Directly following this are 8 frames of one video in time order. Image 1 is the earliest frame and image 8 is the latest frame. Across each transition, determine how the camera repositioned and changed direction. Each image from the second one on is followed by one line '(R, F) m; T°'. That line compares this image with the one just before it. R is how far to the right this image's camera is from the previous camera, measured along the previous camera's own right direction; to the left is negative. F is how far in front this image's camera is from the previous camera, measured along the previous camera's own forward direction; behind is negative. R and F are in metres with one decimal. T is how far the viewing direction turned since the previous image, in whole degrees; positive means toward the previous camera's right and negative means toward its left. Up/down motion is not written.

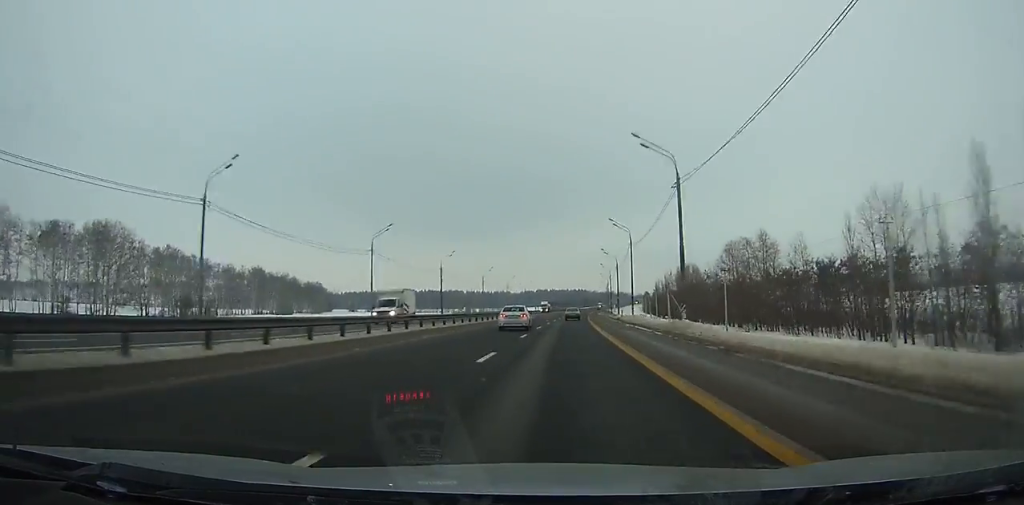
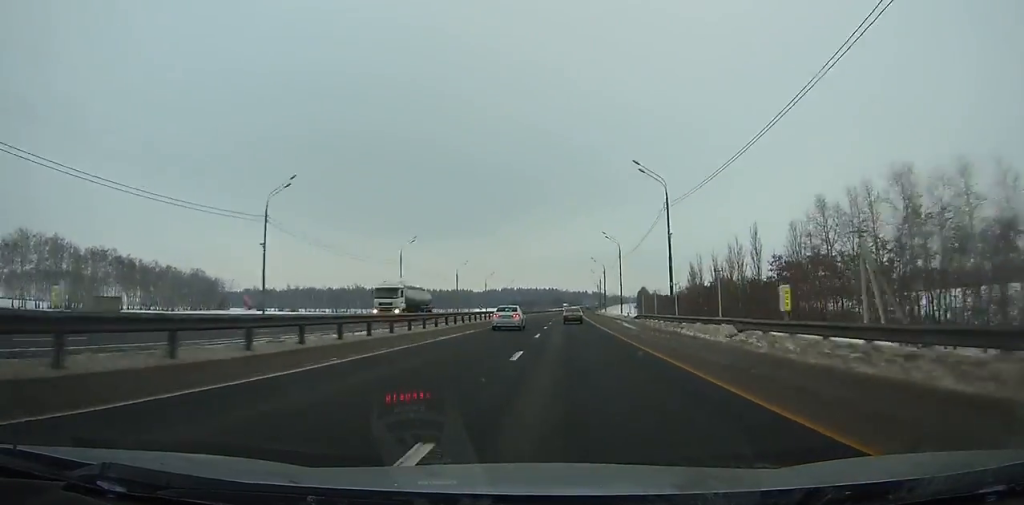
(+1.8, +95.0) m; +2°
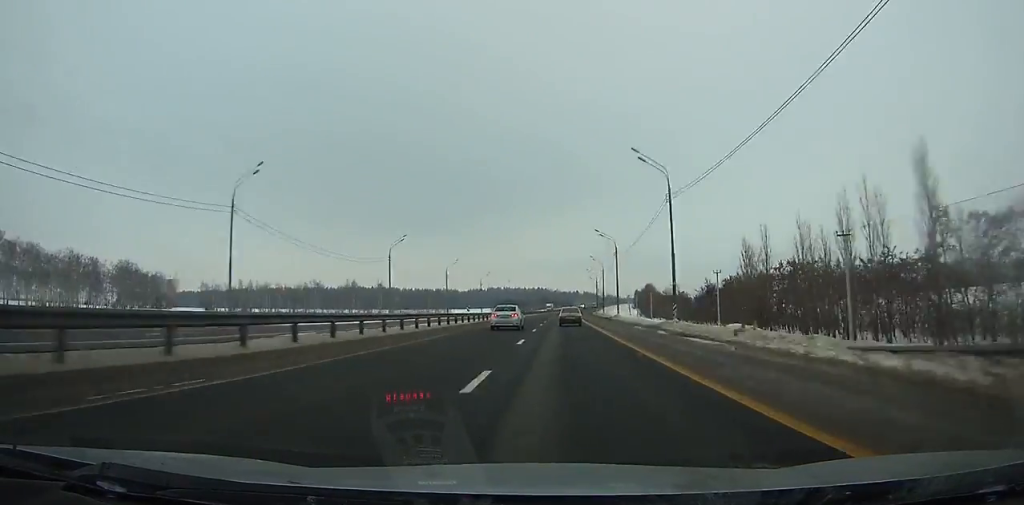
(+0.3, +41.6) m; +1°
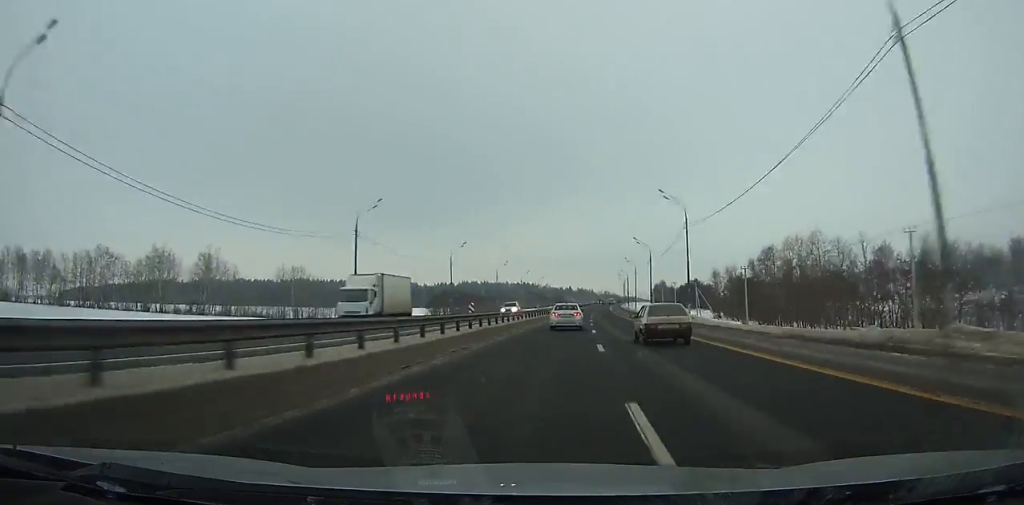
(+2.3, +135.5) m; +3°
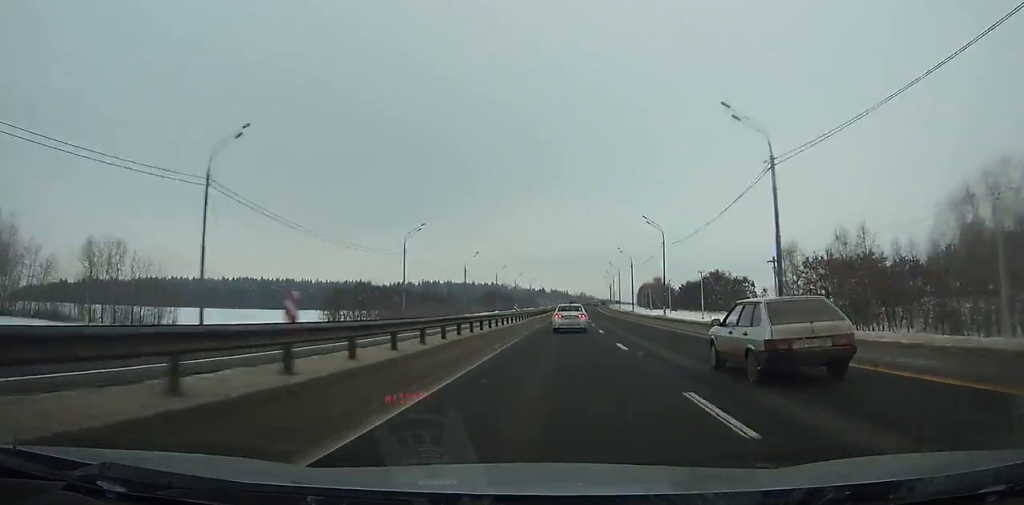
(+0.9, +58.3) m; +1°
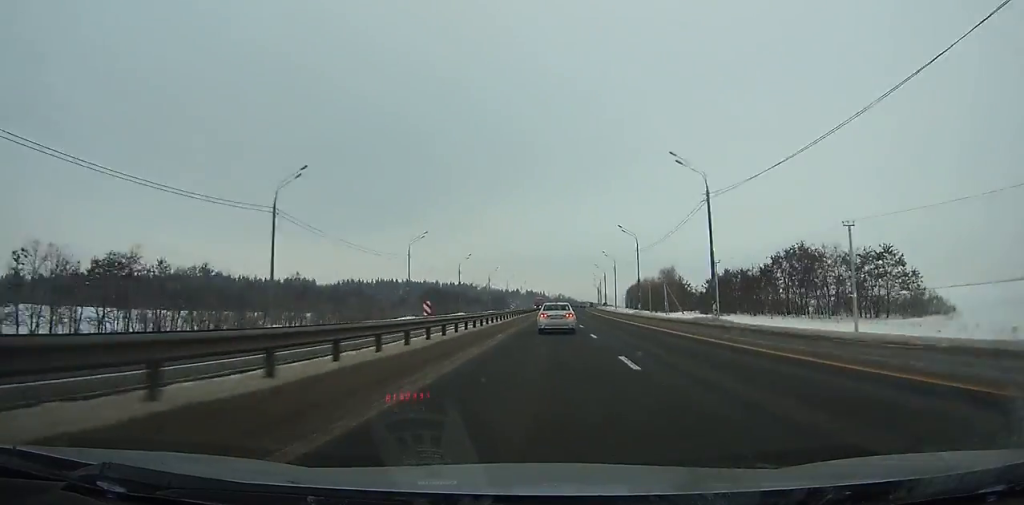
(+1.0, +64.9) m; +2°
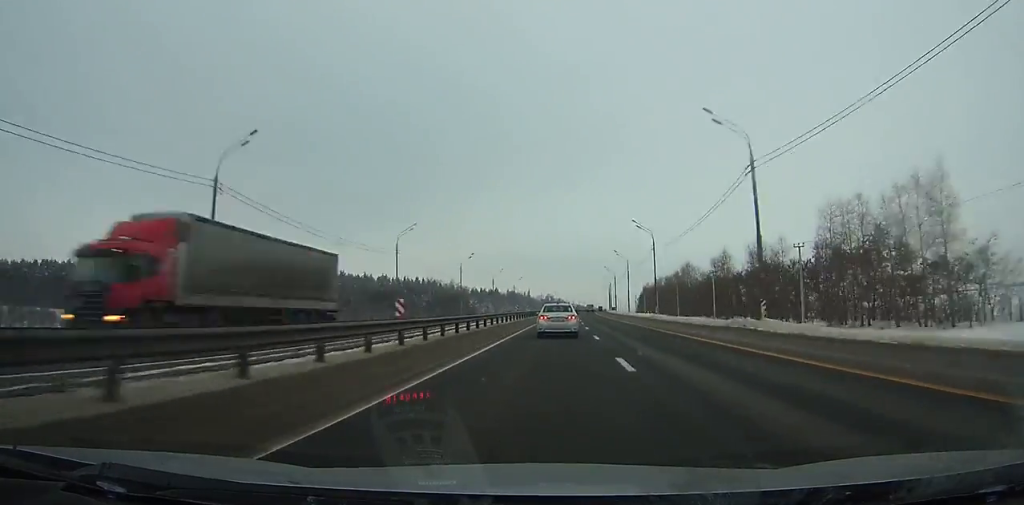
(+2.0, +118.9) m; +2°
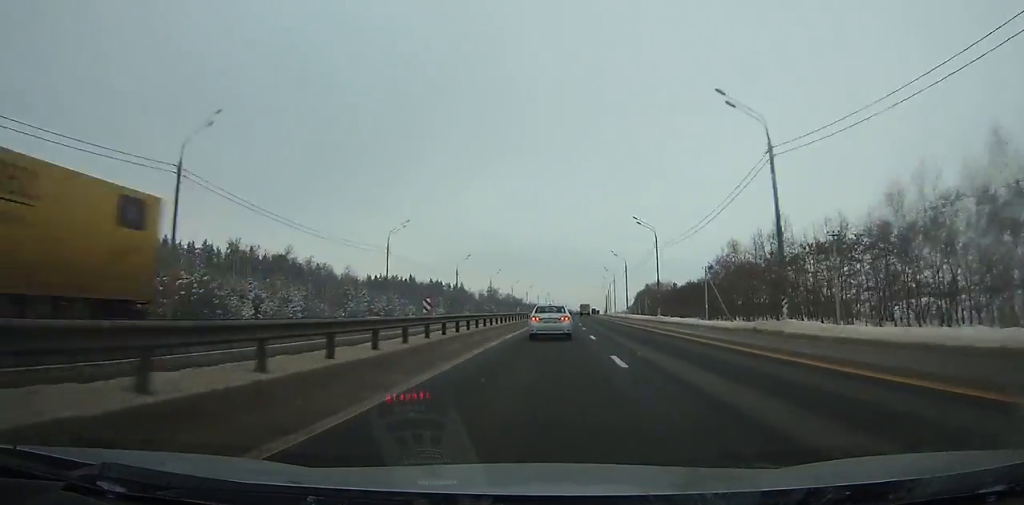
(+5.2, +190.5) m; +3°
